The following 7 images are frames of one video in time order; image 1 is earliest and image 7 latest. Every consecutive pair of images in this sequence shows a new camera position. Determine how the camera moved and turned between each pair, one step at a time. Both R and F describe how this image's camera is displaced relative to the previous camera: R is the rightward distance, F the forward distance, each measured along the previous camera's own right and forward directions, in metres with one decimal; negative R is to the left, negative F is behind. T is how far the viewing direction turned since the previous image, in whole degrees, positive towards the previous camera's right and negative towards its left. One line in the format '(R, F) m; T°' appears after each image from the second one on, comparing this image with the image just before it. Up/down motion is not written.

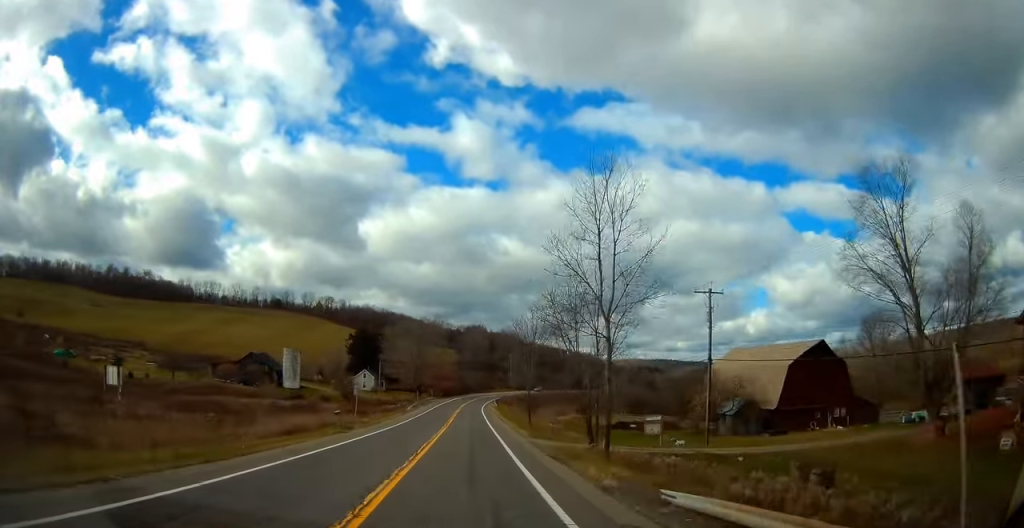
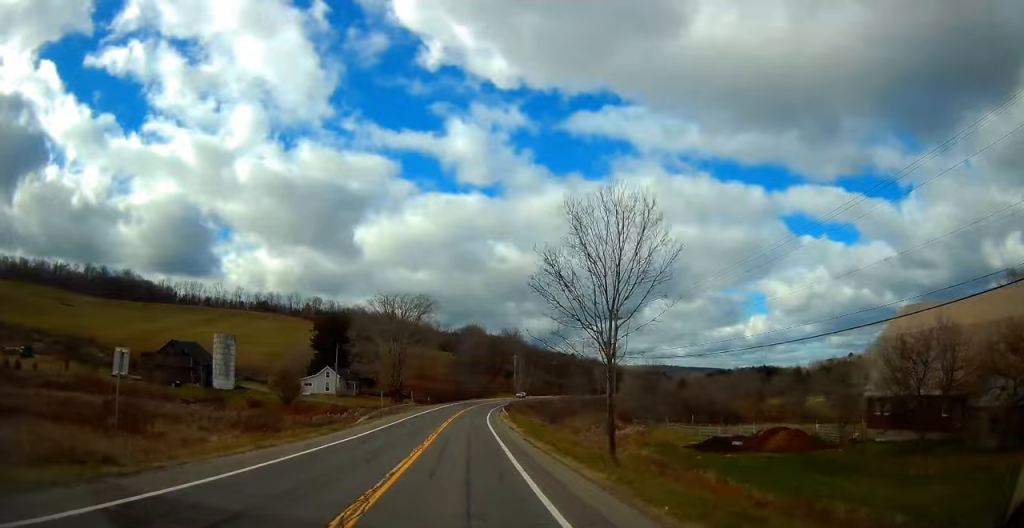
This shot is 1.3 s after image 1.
(+0.3, +35.0) m; +1°
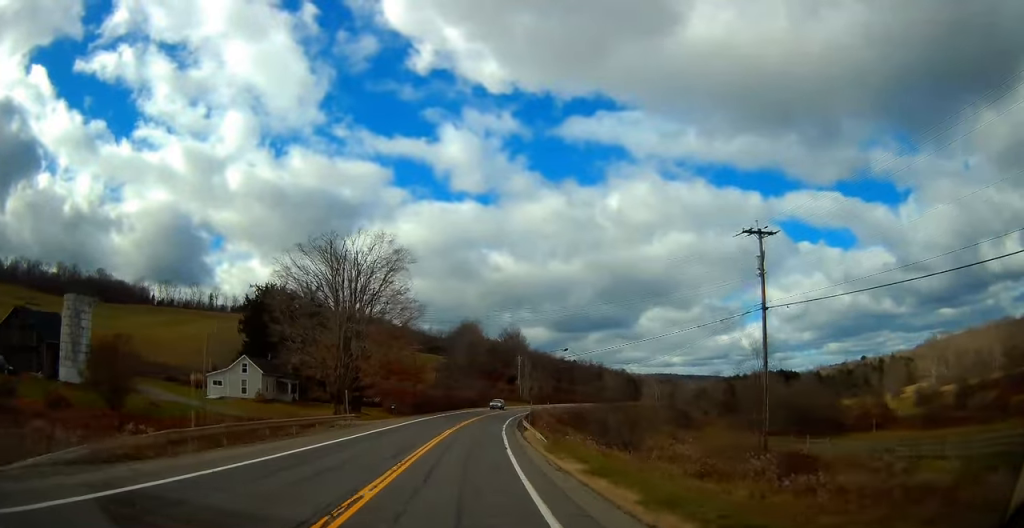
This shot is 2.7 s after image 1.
(-0.2, +38.6) m; 0°
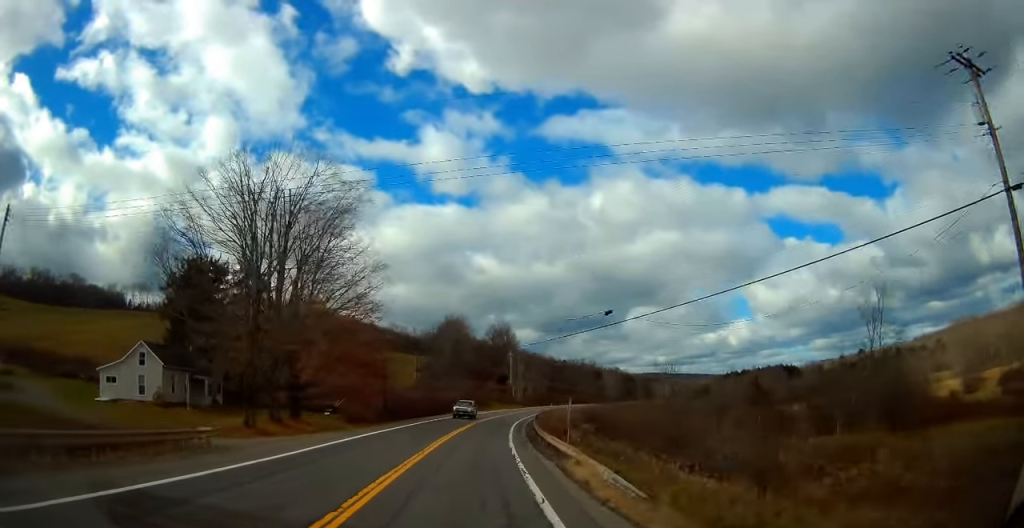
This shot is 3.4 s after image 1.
(+0.4, +21.0) m; +1°
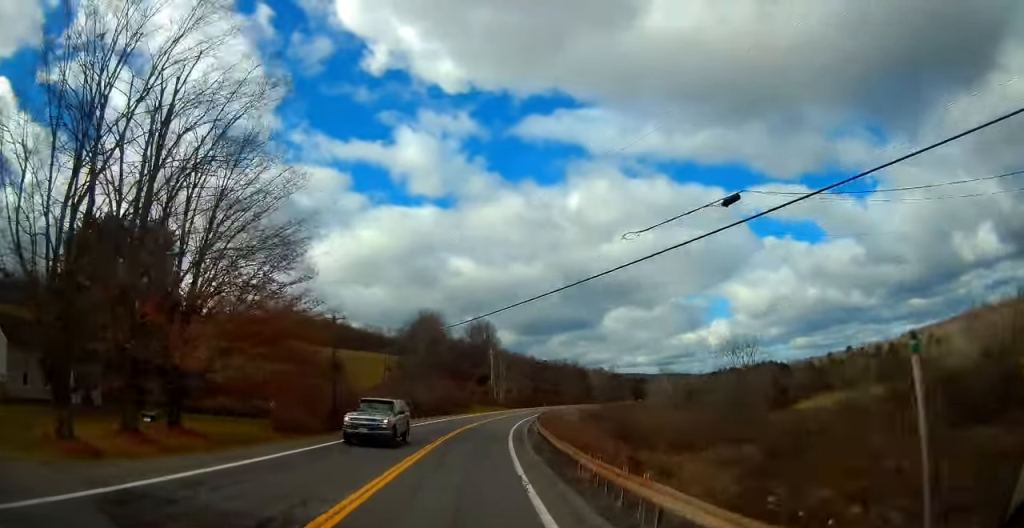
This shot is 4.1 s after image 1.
(+0.2, +18.2) m; +1°
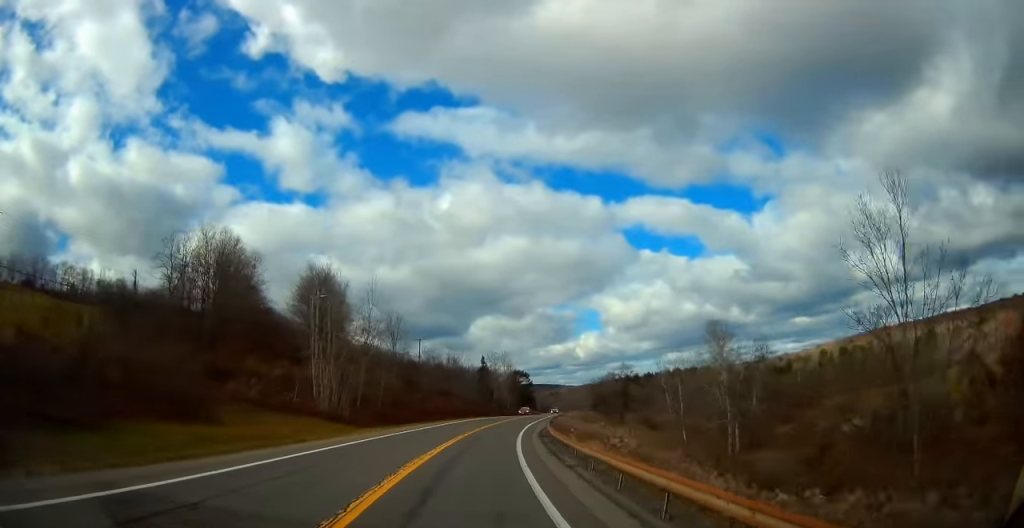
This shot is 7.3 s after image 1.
(+8.6, +86.3) m; +12°
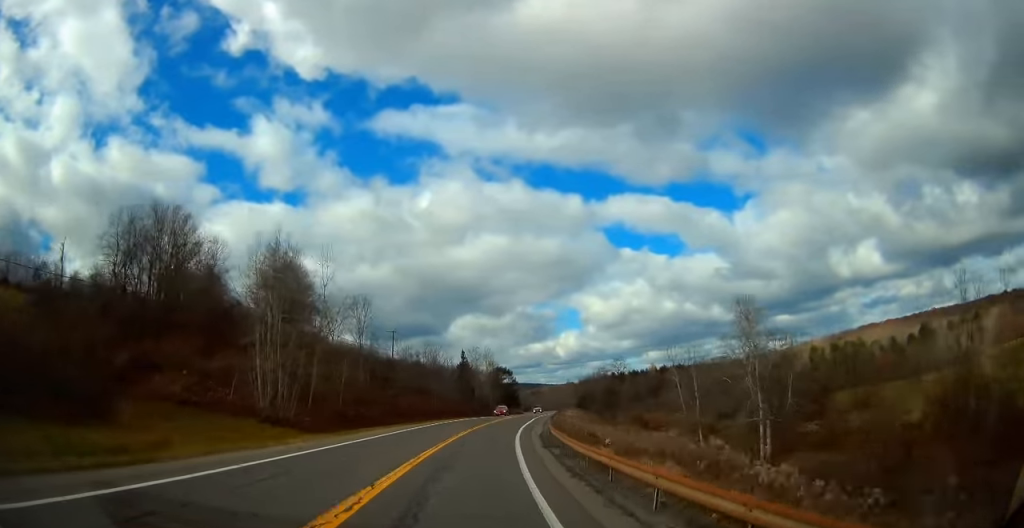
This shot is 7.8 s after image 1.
(+0.1, +11.5) m; +2°
